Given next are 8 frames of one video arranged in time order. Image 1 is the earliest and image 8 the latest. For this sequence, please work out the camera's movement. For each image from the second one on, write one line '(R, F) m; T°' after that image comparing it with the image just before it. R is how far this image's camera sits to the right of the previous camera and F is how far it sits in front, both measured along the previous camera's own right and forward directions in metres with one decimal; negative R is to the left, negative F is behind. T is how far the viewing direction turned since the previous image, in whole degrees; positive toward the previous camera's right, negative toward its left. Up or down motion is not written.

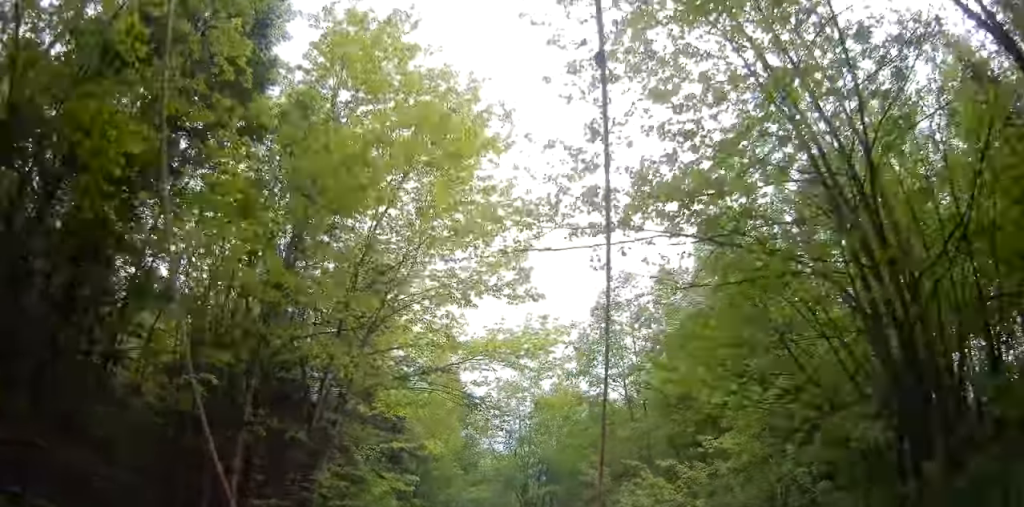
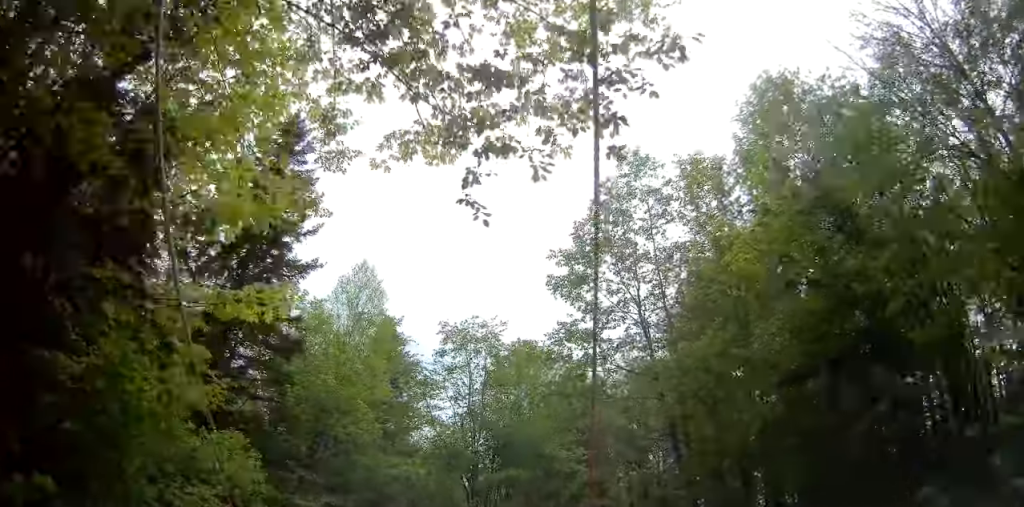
(+0.6, +9.7) m; +5°
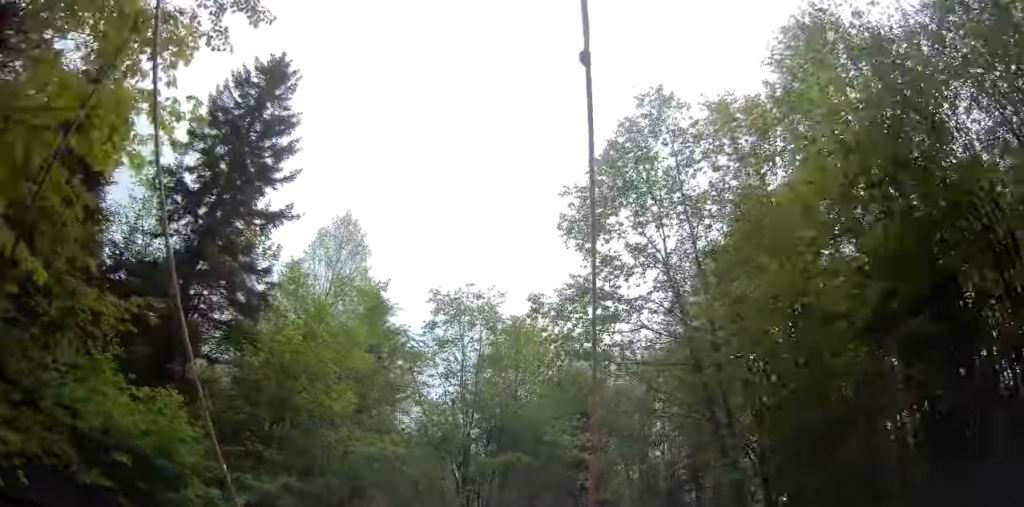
(+0.1, +3.1) m; +1°
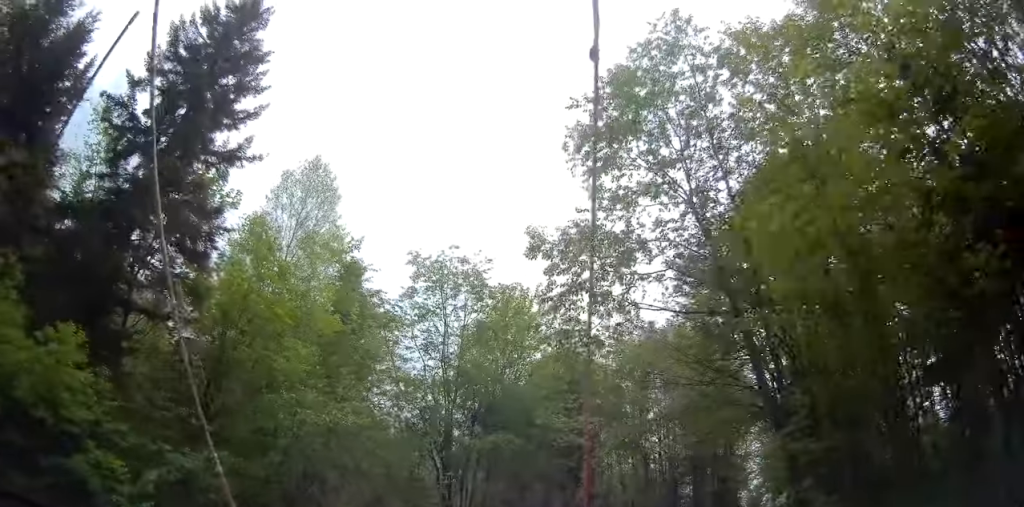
(0.0, +3.0) m; +2°
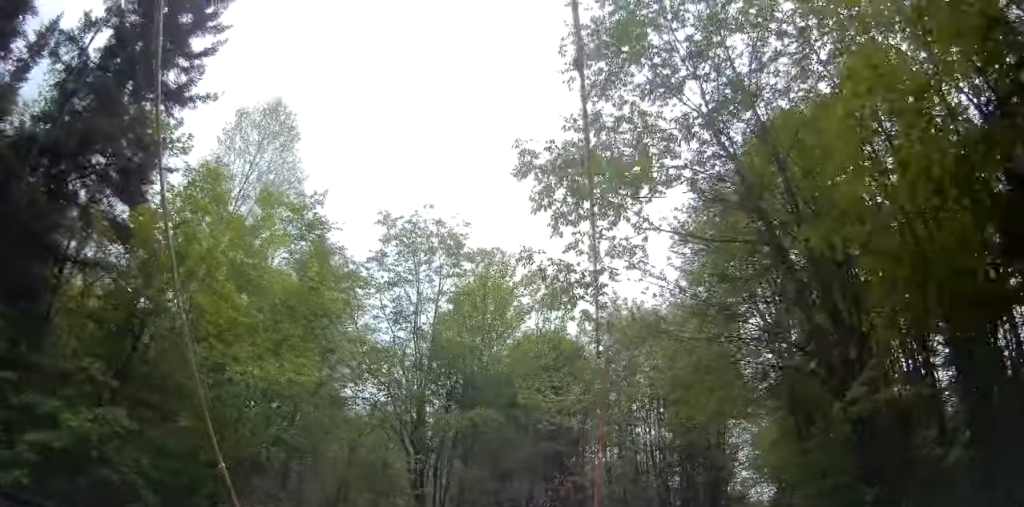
(-0.1, +2.5) m; +2°
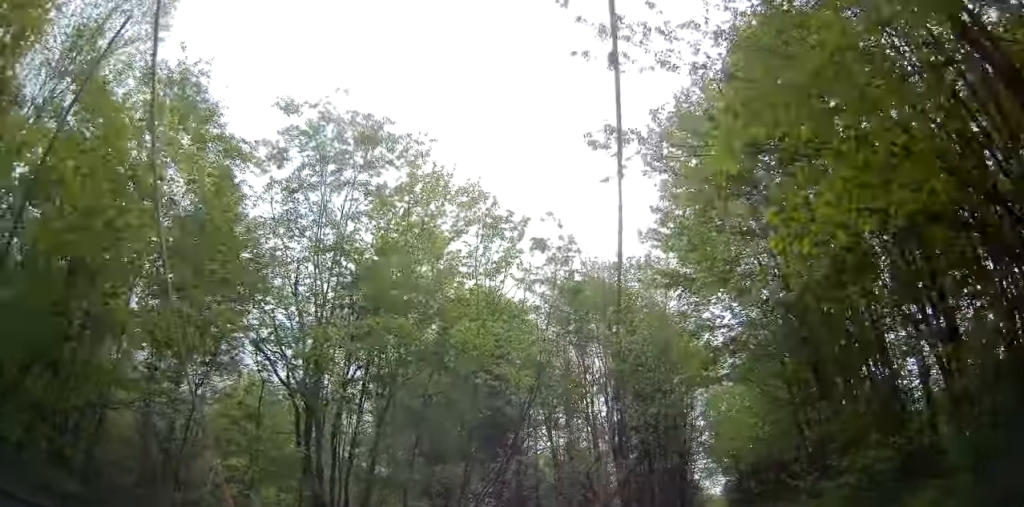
(+0.4, +5.3) m; +9°
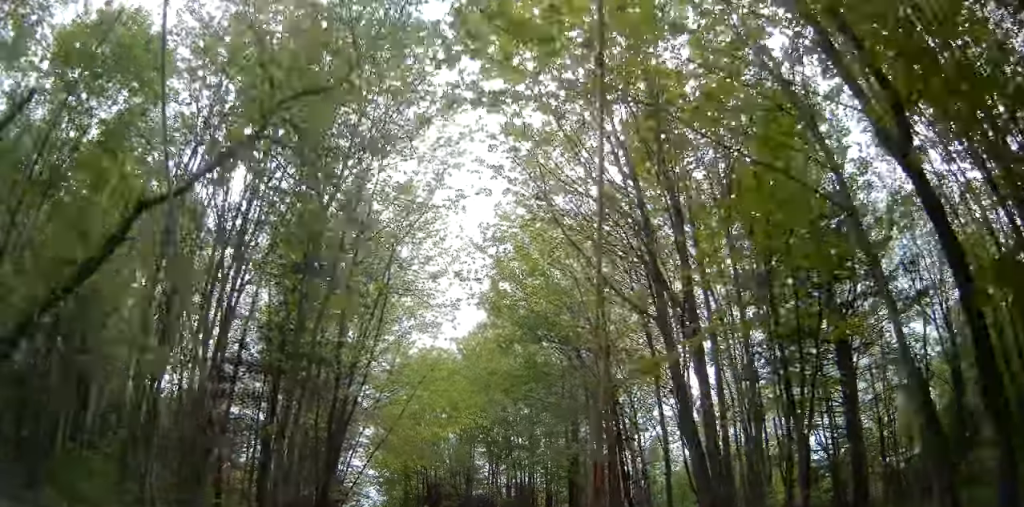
(+5.5, +15.0) m; +33°
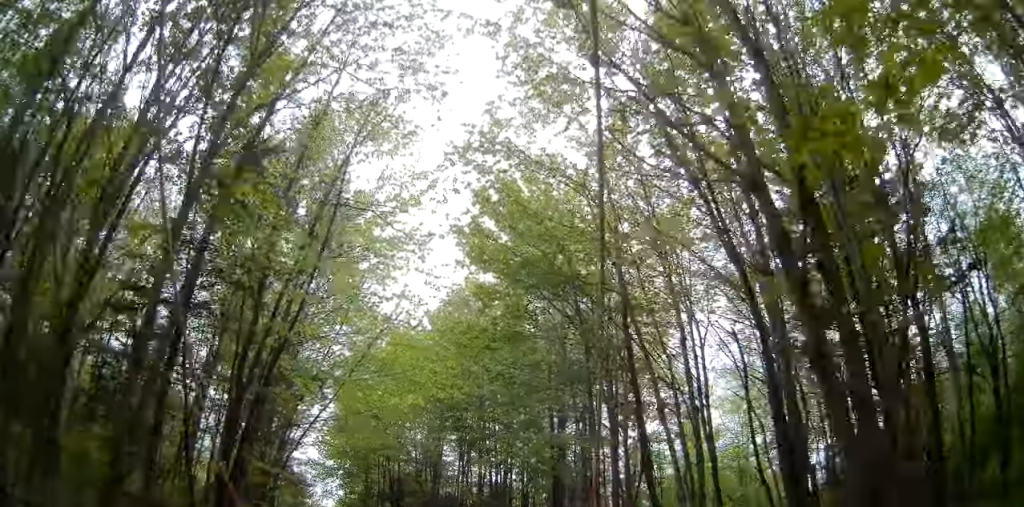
(+0.1, +5.0) m; +3°
